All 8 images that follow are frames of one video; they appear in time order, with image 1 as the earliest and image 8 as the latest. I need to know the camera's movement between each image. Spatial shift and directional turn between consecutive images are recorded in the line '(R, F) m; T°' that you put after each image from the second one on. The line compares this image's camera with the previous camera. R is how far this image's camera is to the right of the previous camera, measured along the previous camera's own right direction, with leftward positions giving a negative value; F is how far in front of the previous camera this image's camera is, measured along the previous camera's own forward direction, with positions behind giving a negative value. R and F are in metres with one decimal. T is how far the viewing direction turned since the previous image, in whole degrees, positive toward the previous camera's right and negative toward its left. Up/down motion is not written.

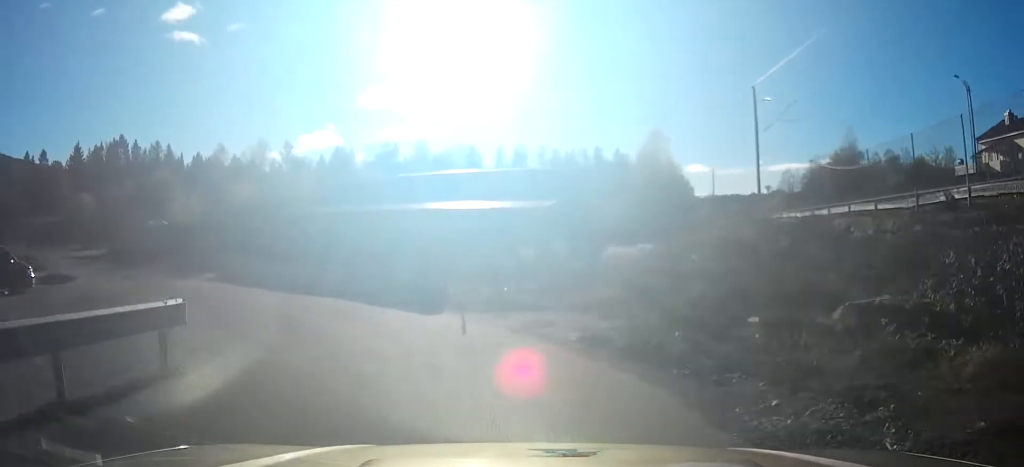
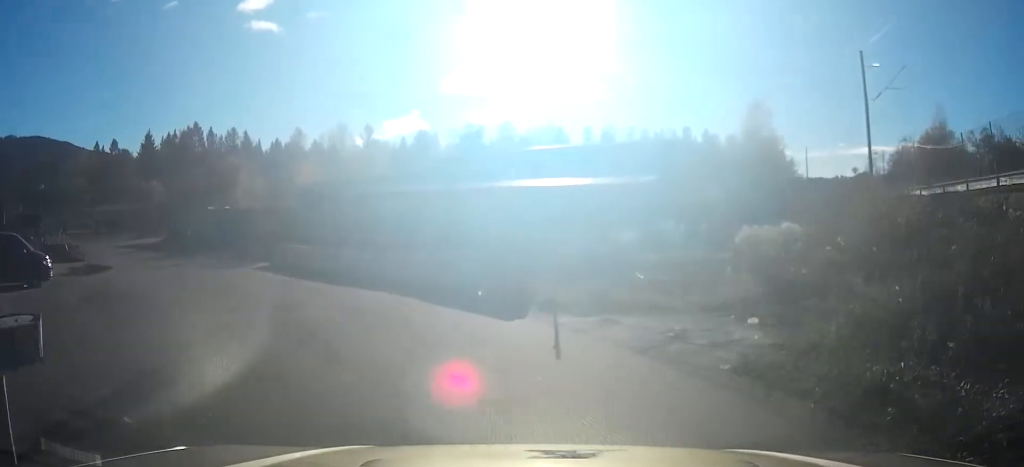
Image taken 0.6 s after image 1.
(-0.1, +4.0) m; -5°
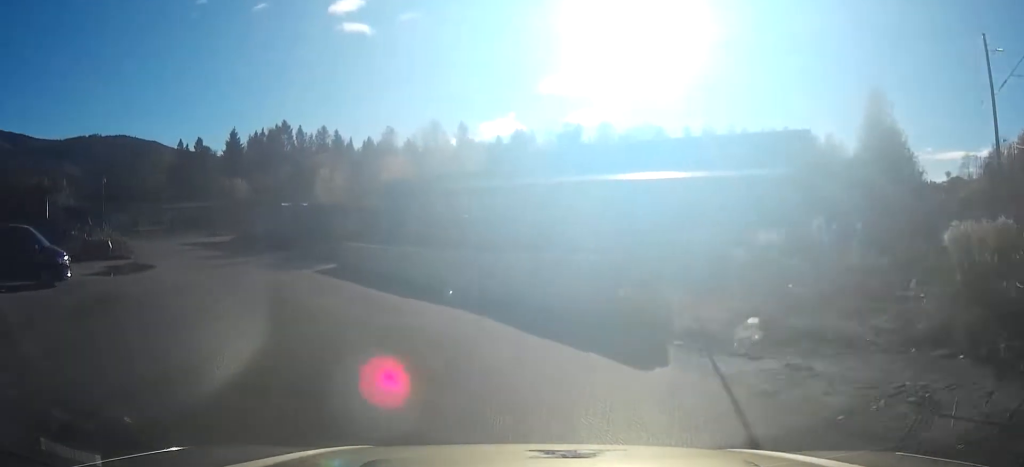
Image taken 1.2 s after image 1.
(0.0, +4.3) m; -6°
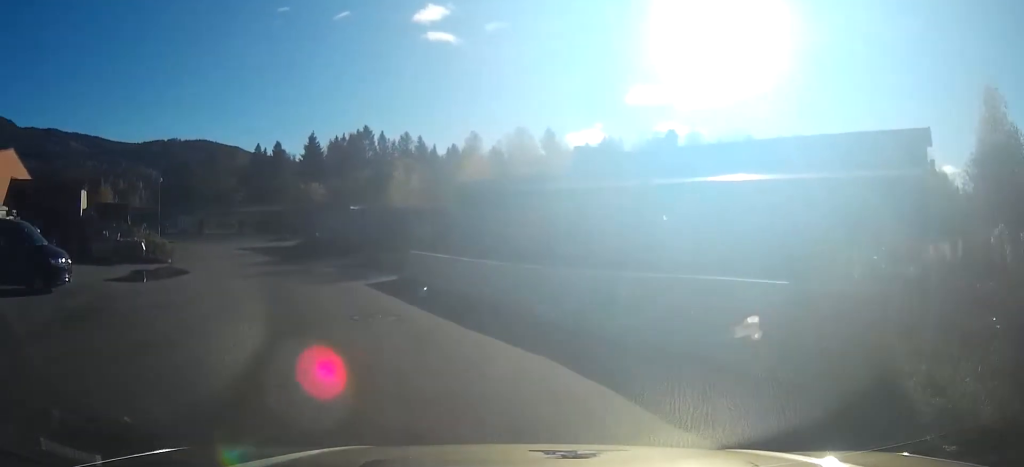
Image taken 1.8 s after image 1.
(-0.4, +4.2) m; -7°
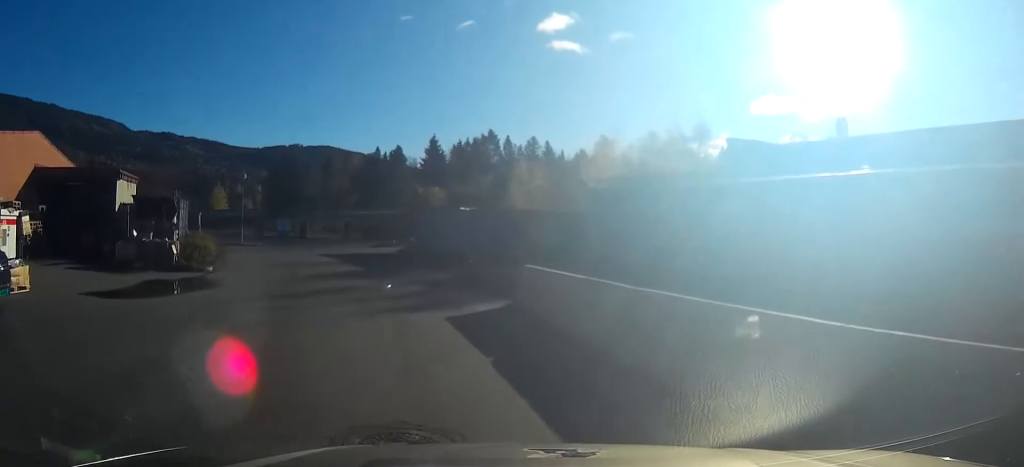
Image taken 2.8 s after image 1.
(-0.7, +7.3) m; -9°
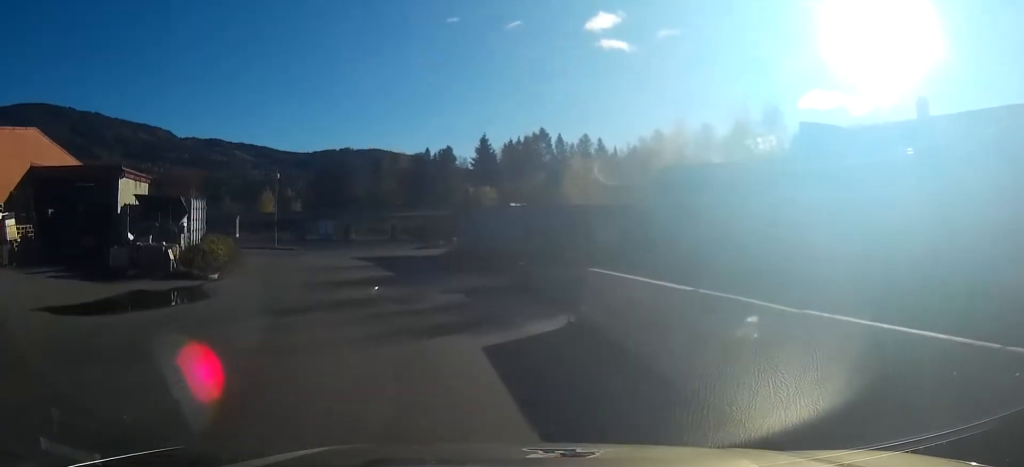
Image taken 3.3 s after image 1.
(-0.1, +3.7) m; -4°
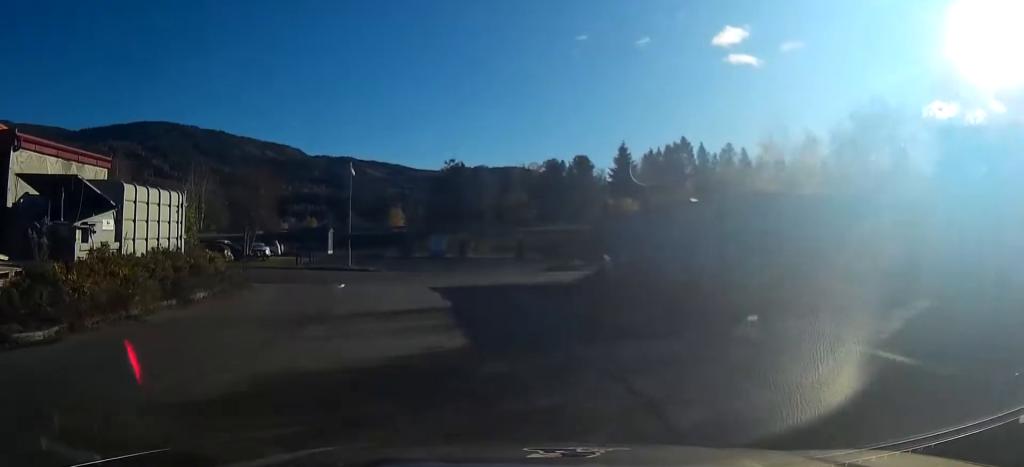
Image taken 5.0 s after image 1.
(-1.5, +12.3) m; -20°
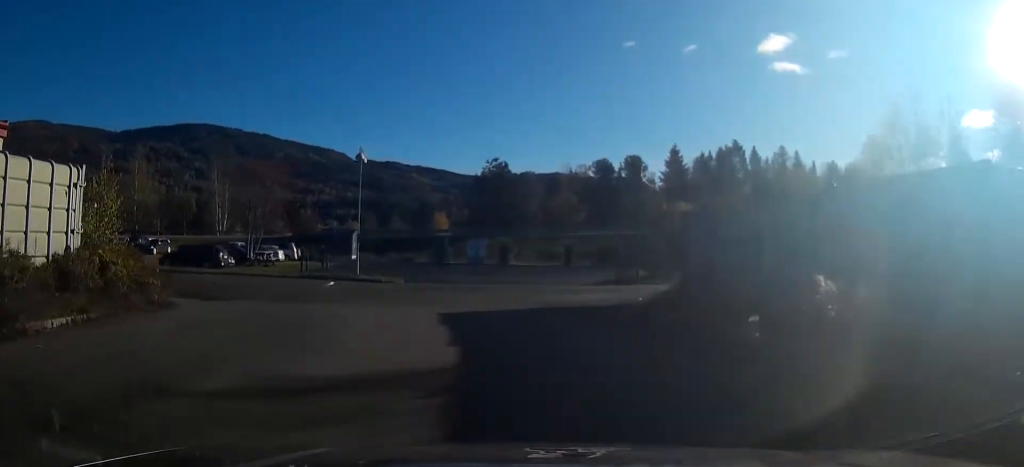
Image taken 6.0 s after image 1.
(-1.0, +7.2) m; -7°
